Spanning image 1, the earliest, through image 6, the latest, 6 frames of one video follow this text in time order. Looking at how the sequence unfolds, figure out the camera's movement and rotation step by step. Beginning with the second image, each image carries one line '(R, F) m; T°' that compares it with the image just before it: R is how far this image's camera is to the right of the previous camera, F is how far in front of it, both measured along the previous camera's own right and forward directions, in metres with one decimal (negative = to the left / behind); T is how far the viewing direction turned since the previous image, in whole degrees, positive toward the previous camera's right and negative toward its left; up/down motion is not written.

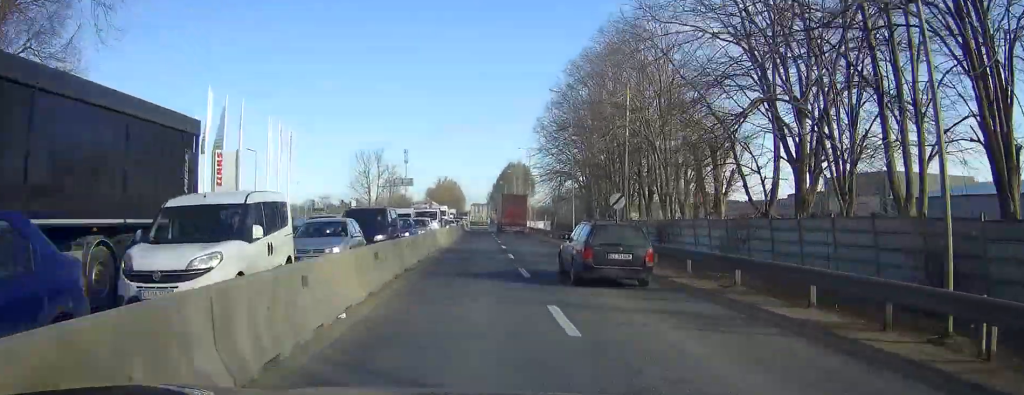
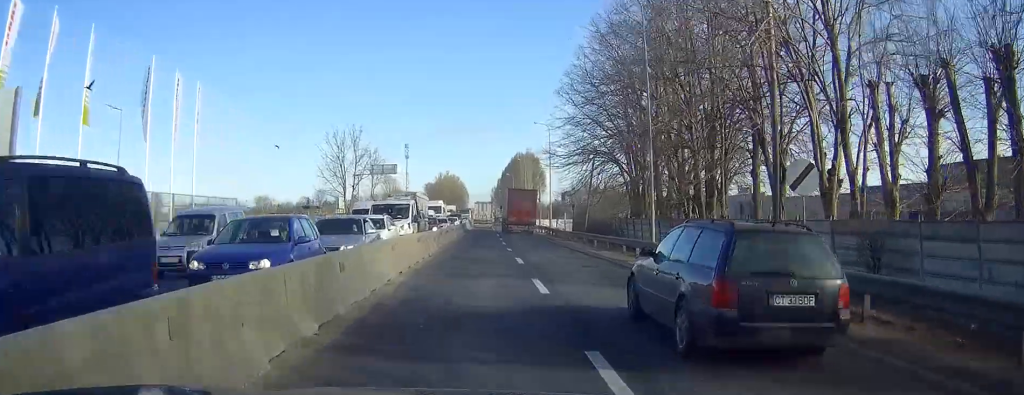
(0.0, +21.8) m; 0°
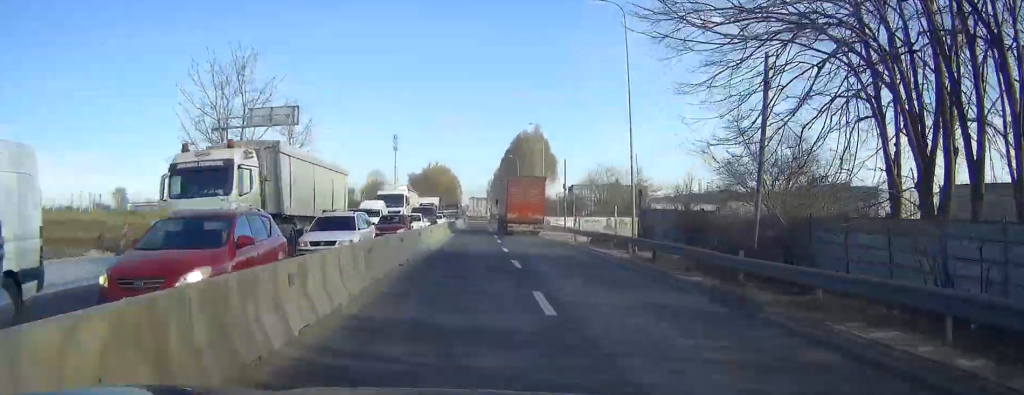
(0.0, +38.5) m; 0°
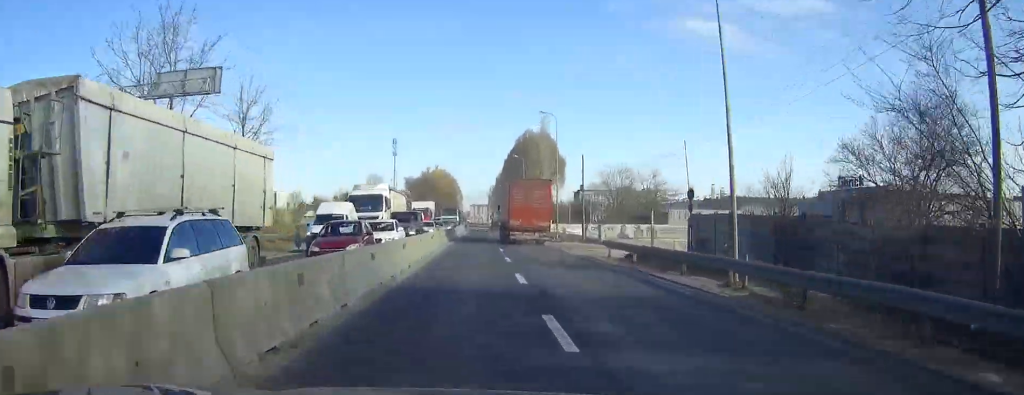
(0.0, +11.5) m; 0°
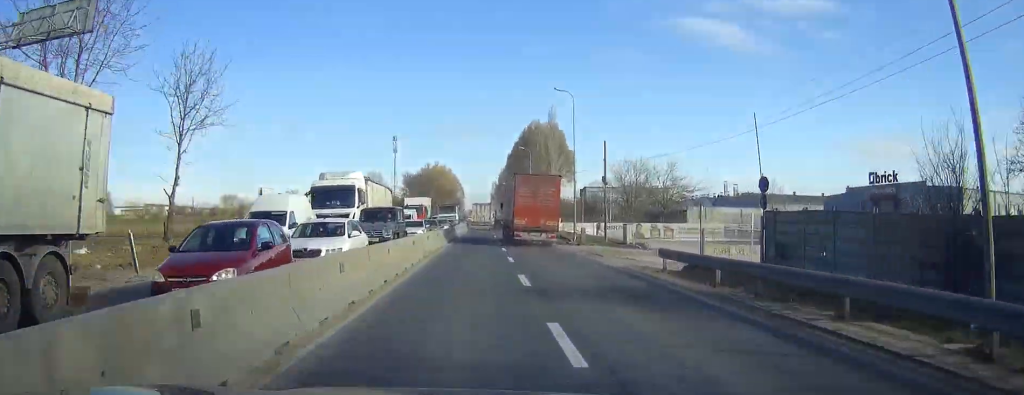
(0.0, +9.5) m; 0°
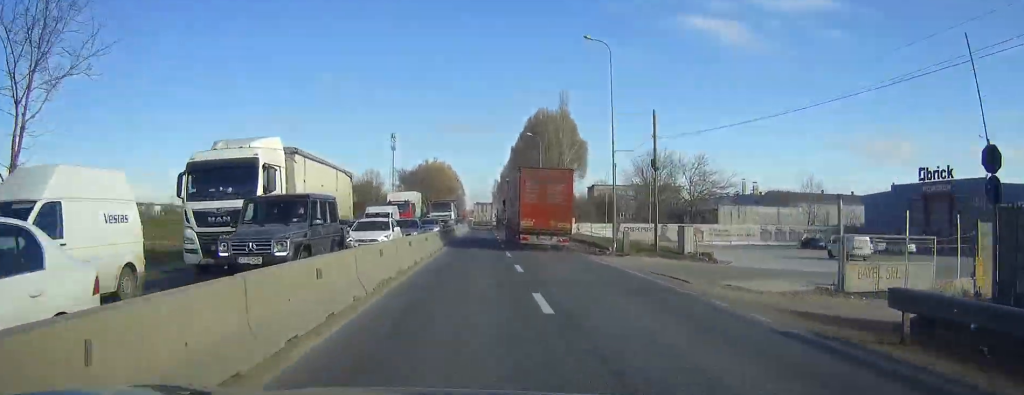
(0.0, +14.0) m; 0°
